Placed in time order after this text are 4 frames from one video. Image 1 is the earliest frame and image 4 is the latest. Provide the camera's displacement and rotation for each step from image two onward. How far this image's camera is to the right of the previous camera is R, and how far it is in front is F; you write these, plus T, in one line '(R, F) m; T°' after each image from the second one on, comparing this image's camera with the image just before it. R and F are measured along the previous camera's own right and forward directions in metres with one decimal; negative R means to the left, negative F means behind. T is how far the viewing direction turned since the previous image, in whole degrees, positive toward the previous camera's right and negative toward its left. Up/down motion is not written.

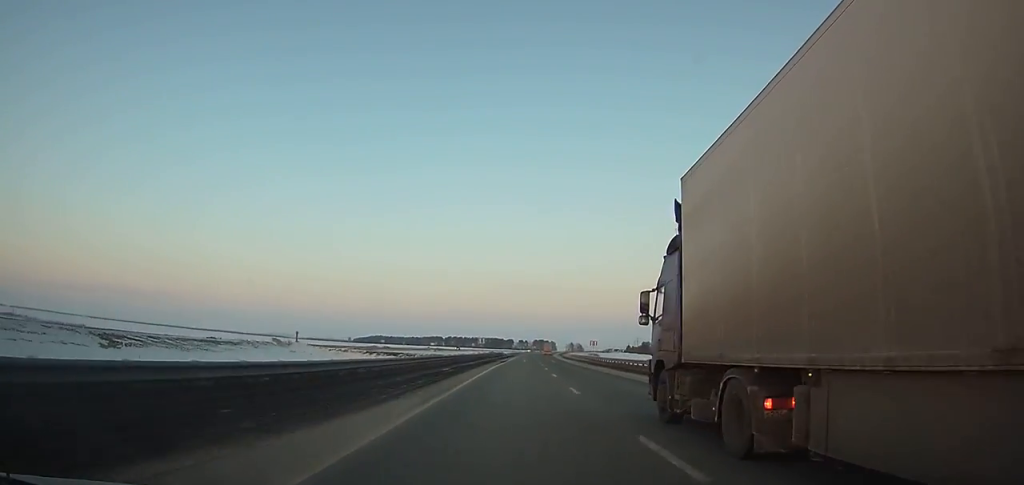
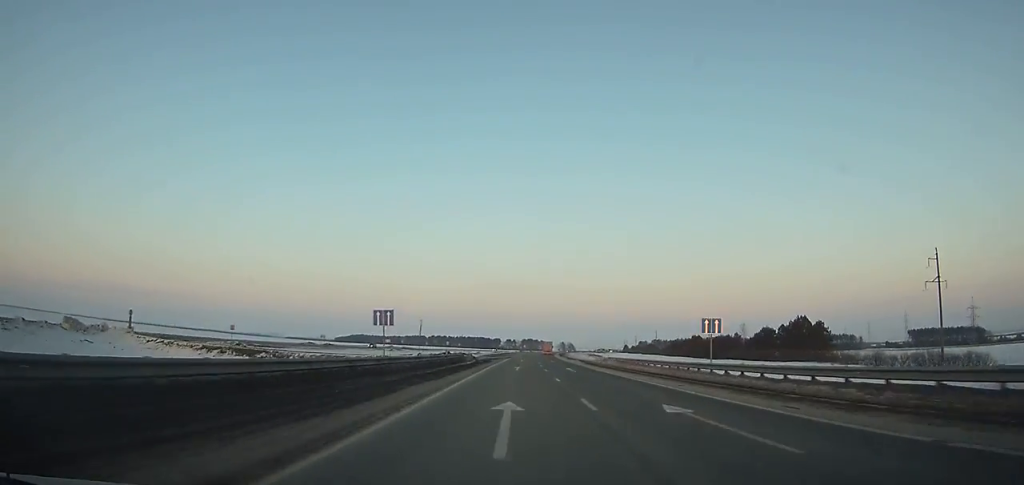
(+0.9, +65.1) m; +2°
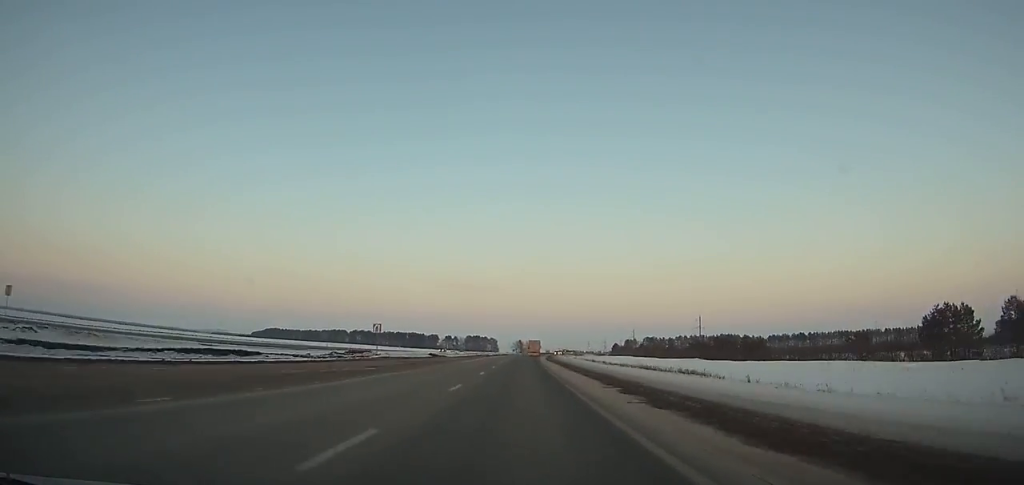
(+9.7, +231.1) m; +4°
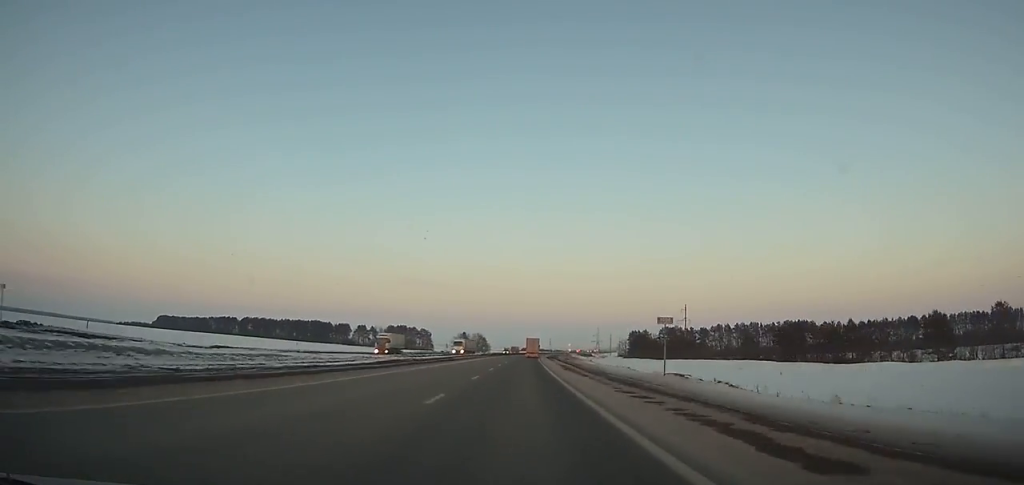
(+9.4, +233.5) m; +5°
